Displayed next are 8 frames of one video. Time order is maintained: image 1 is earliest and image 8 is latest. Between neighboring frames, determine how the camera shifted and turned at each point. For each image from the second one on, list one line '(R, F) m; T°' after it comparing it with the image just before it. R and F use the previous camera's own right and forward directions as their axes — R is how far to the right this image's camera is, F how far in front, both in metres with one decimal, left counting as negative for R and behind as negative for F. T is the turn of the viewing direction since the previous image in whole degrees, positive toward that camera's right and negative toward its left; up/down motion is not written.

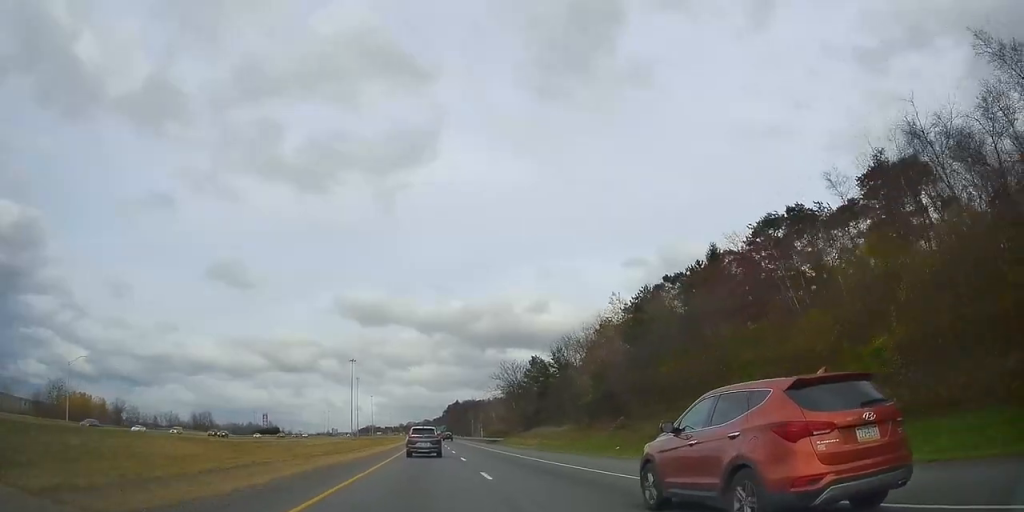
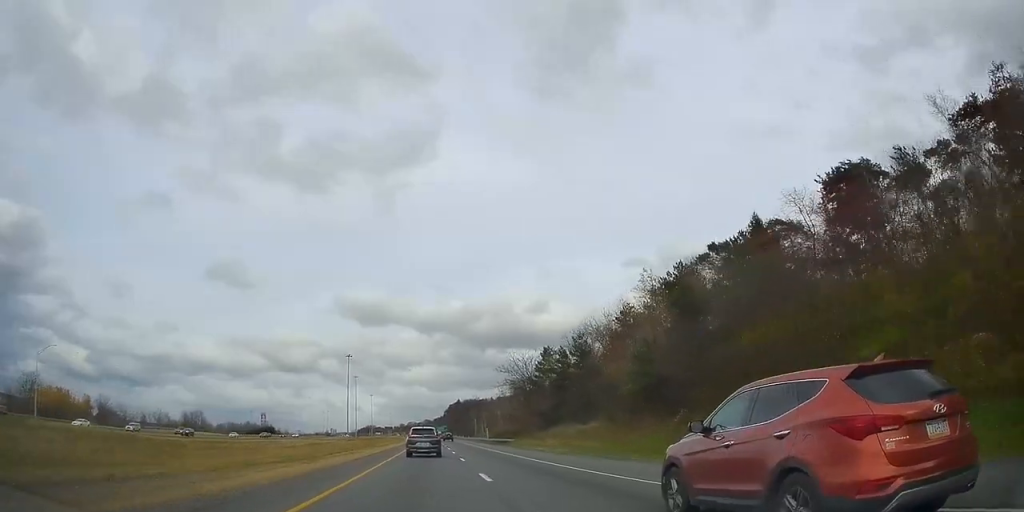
(+0.3, +12.5) m; 0°
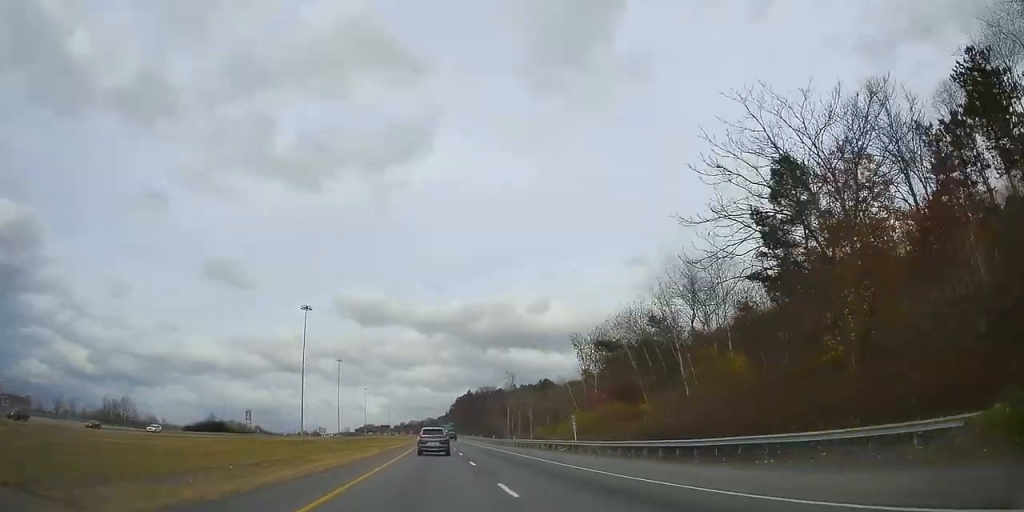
(-0.3, +78.3) m; -1°
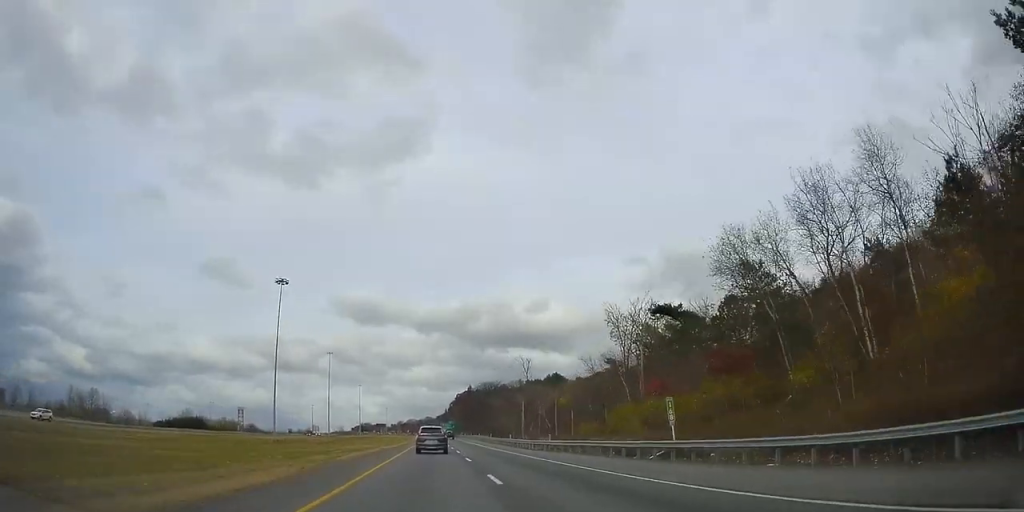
(-0.1, +22.1) m; 0°
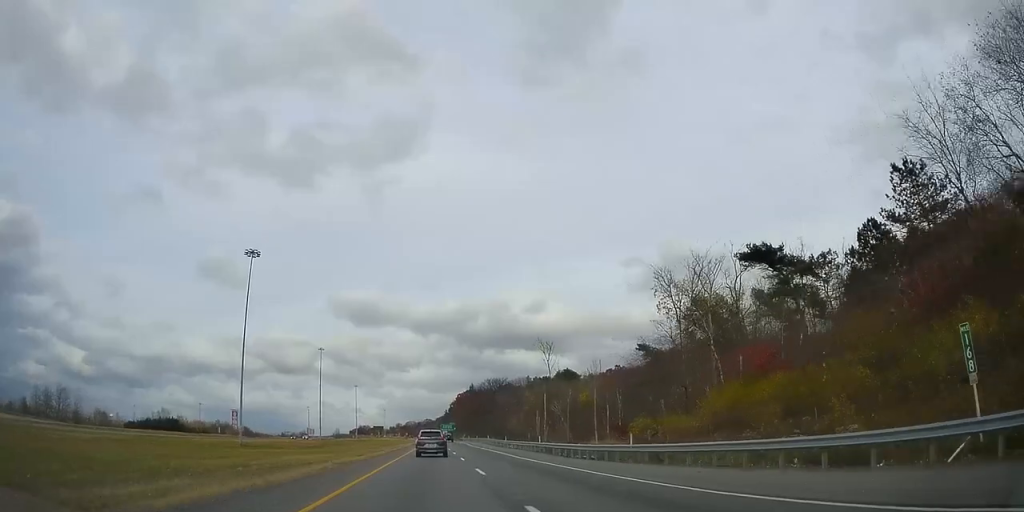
(0.0, +19.5) m; 0°
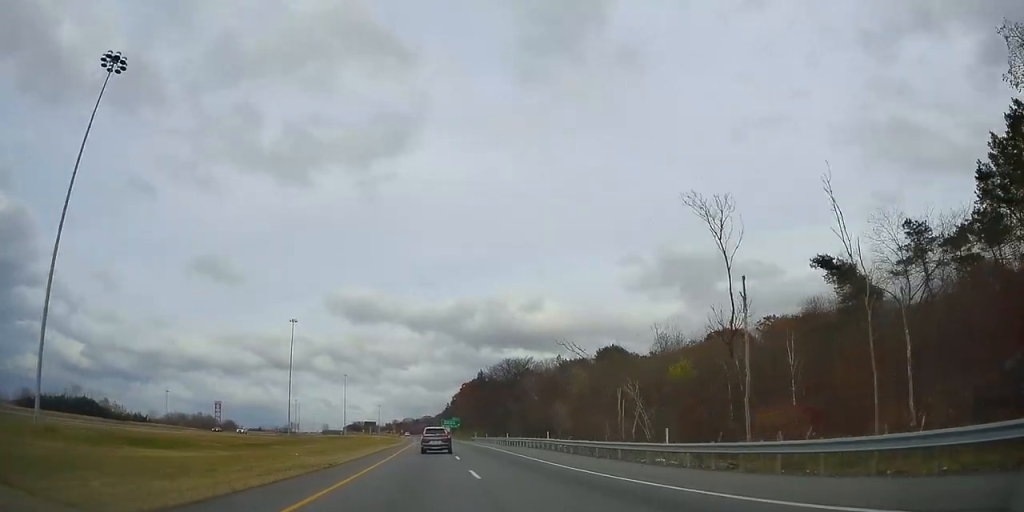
(+0.2, +51.2) m; +1°
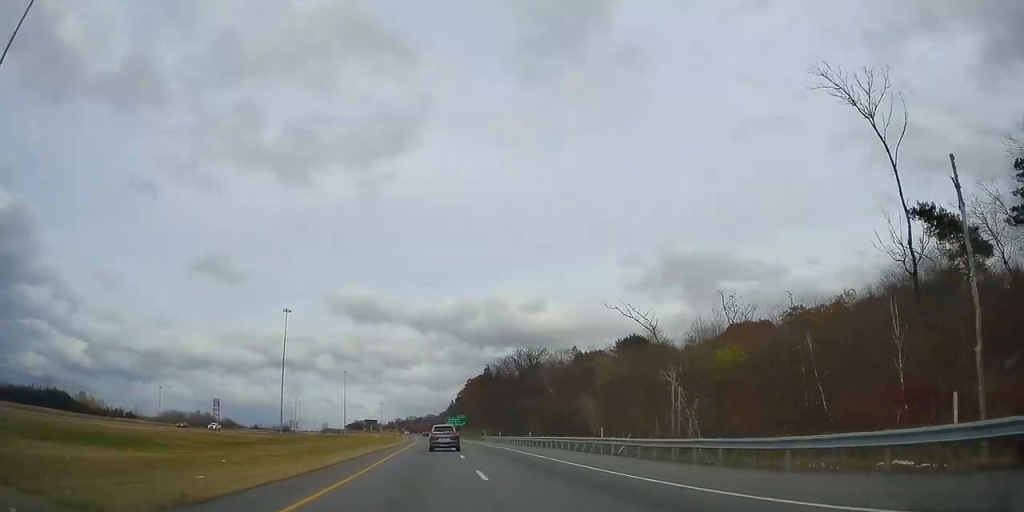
(+0.1, +13.7) m; 0°
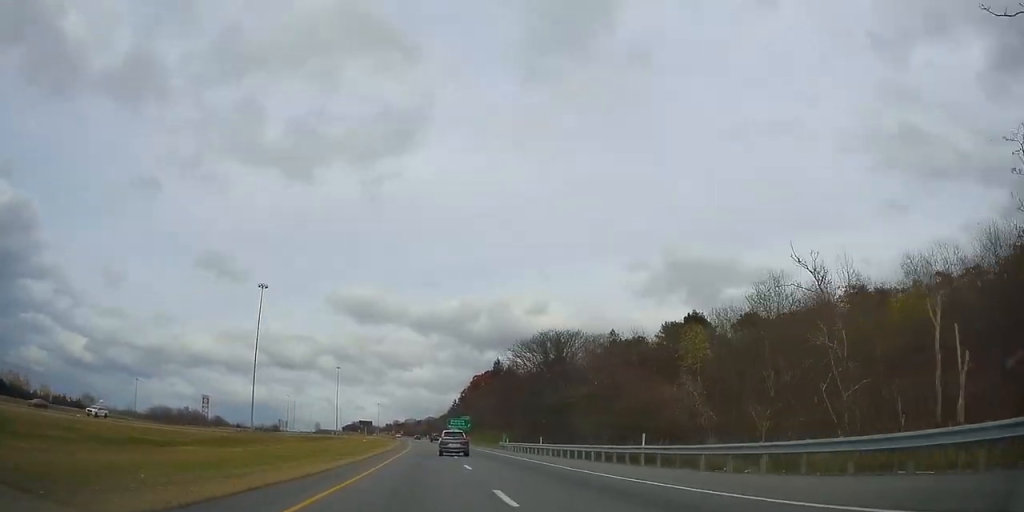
(+0.5, +29.7) m; -1°
